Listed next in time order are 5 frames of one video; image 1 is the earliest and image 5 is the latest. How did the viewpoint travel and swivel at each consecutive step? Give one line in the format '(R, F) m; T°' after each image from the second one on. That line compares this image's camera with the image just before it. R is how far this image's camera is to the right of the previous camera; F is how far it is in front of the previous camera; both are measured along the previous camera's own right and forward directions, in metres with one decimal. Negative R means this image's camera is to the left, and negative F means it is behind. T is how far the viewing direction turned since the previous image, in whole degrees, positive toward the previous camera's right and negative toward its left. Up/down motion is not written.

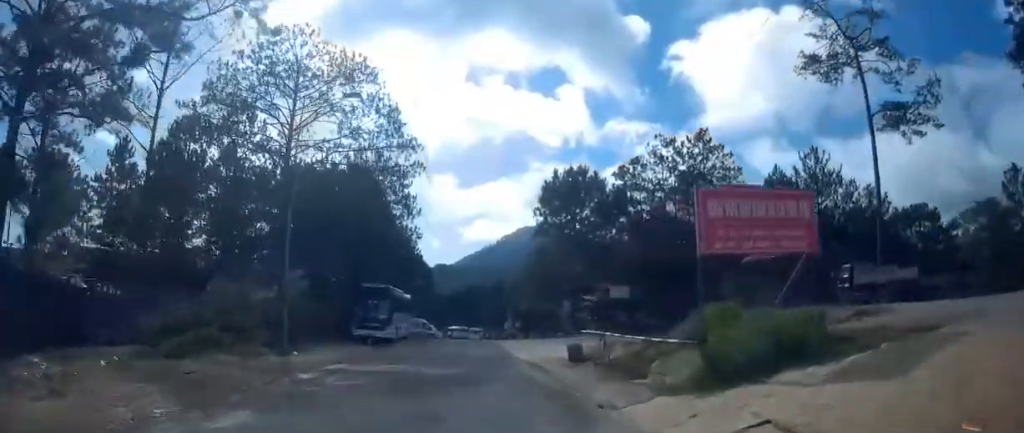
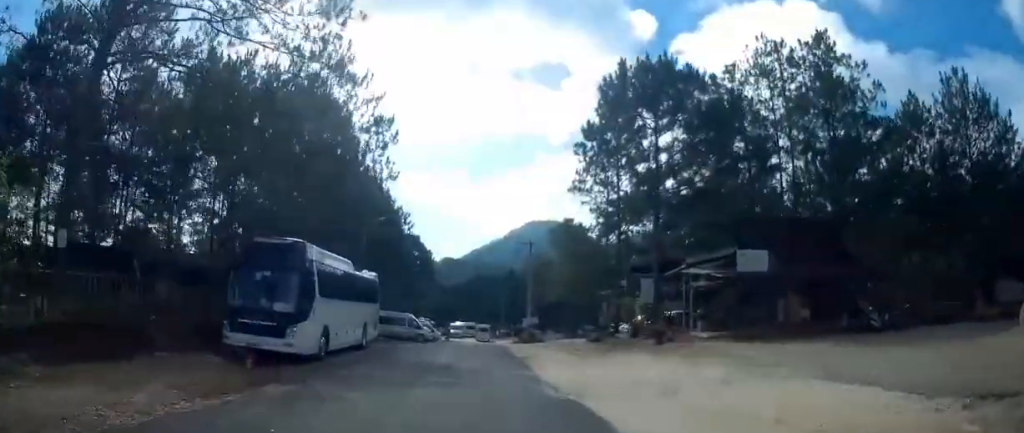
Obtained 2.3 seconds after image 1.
(-0.8, +19.1) m; -4°
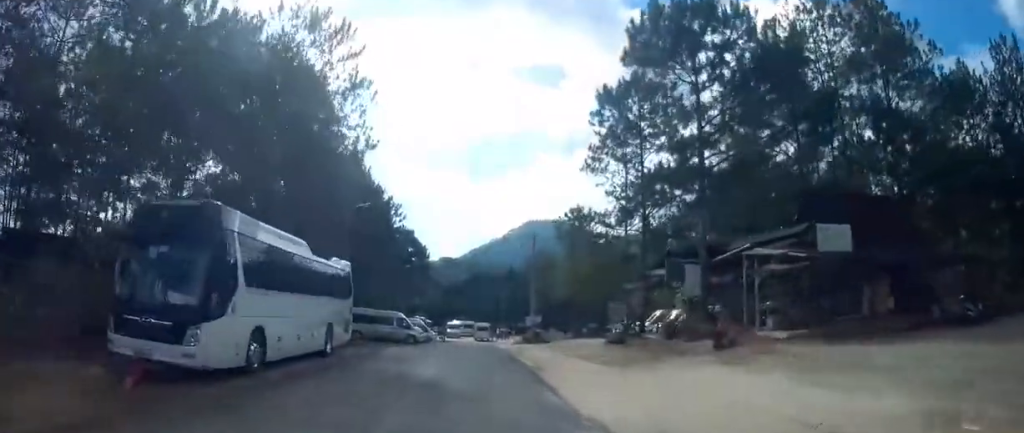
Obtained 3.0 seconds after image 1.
(0.0, +5.5) m; -1°
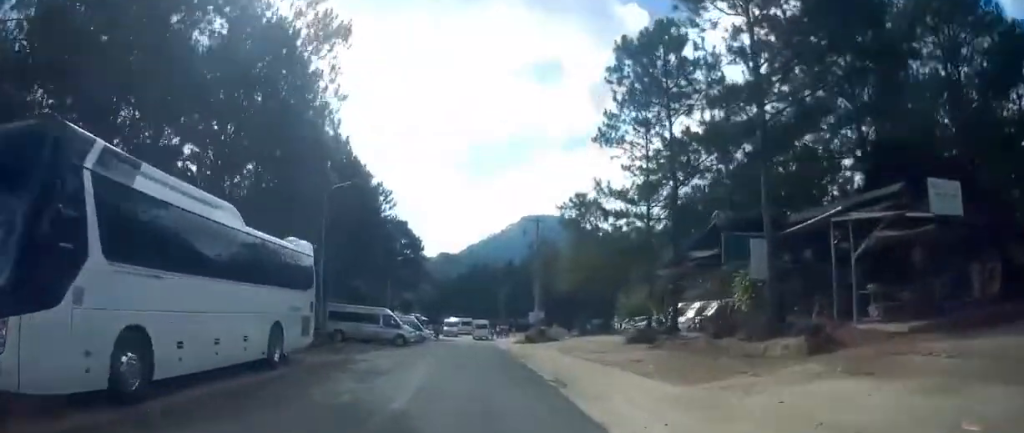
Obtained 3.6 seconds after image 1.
(0.0, +4.9) m; 0°
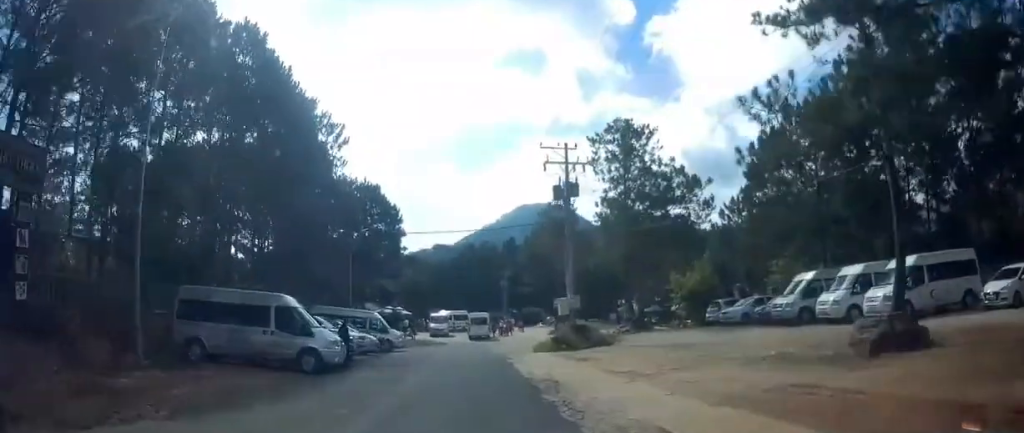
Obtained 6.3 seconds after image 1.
(0.0, +19.2) m; +2°
